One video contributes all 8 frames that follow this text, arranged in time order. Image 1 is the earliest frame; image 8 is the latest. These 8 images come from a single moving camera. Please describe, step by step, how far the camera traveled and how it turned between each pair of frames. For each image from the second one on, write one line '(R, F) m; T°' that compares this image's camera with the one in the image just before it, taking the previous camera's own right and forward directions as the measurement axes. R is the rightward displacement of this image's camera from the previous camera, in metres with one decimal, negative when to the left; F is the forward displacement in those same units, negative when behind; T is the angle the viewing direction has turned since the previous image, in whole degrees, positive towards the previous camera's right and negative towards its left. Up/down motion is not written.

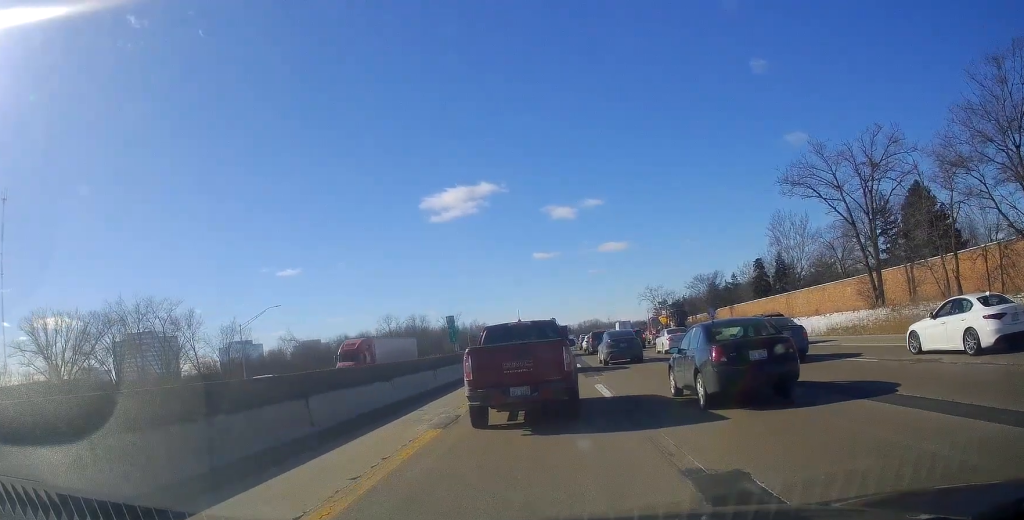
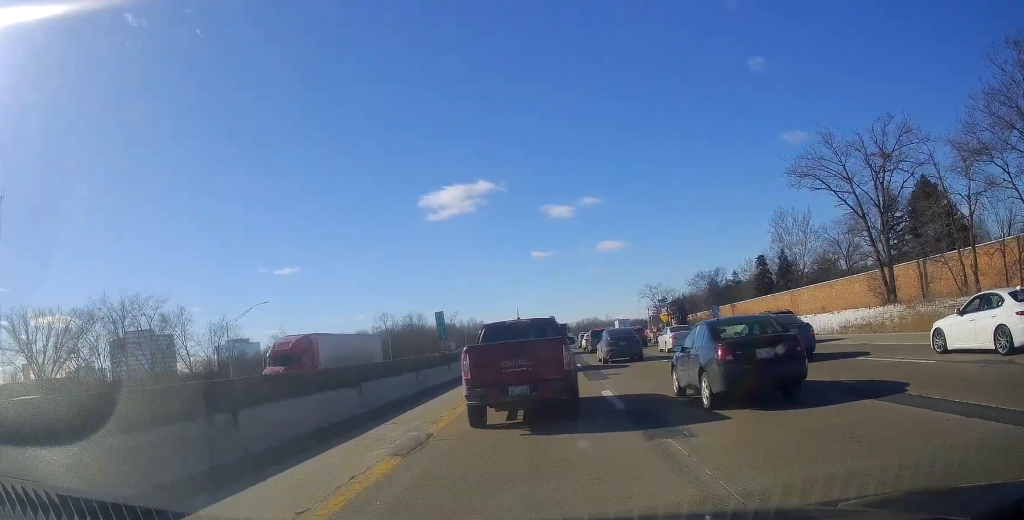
(-0.1, +3.0) m; 0°
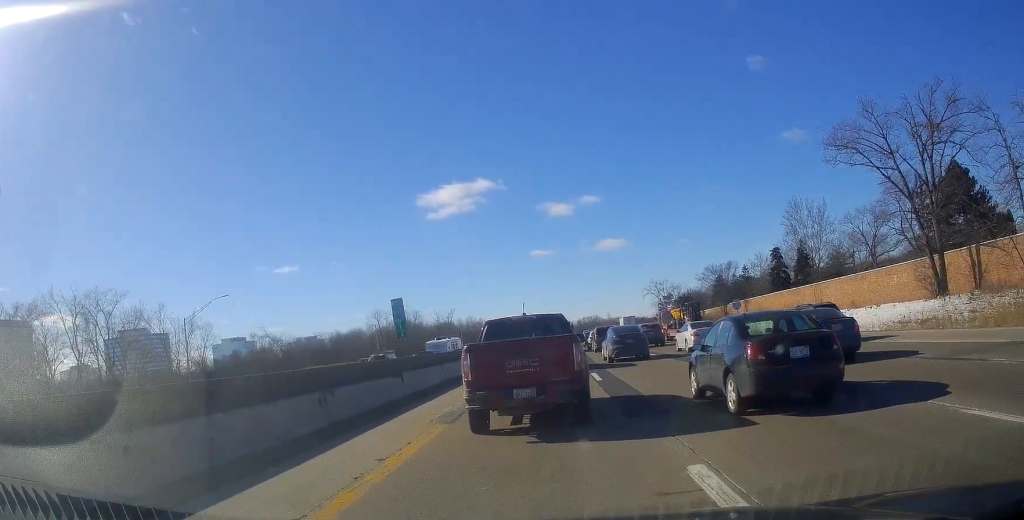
(-0.2, +9.7) m; -1°
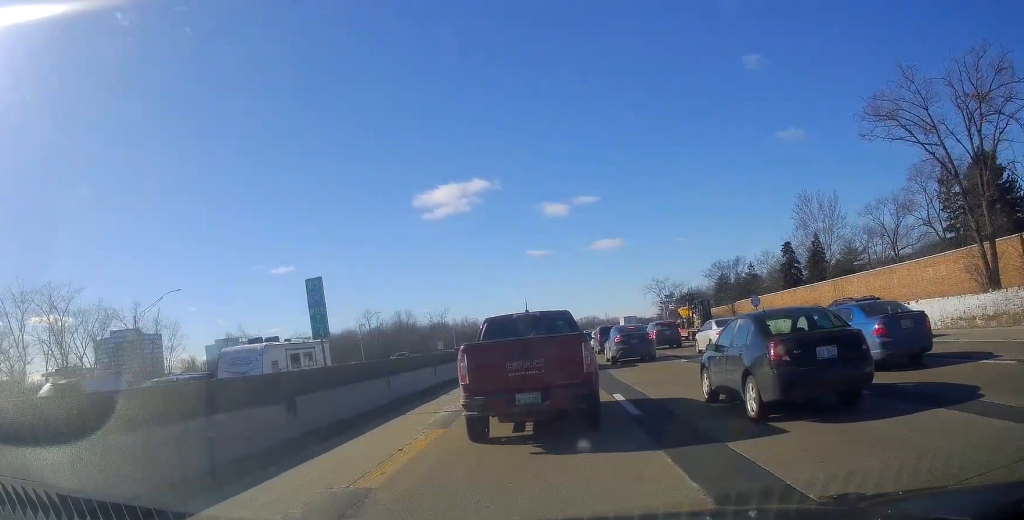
(-0.1, +8.2) m; +2°
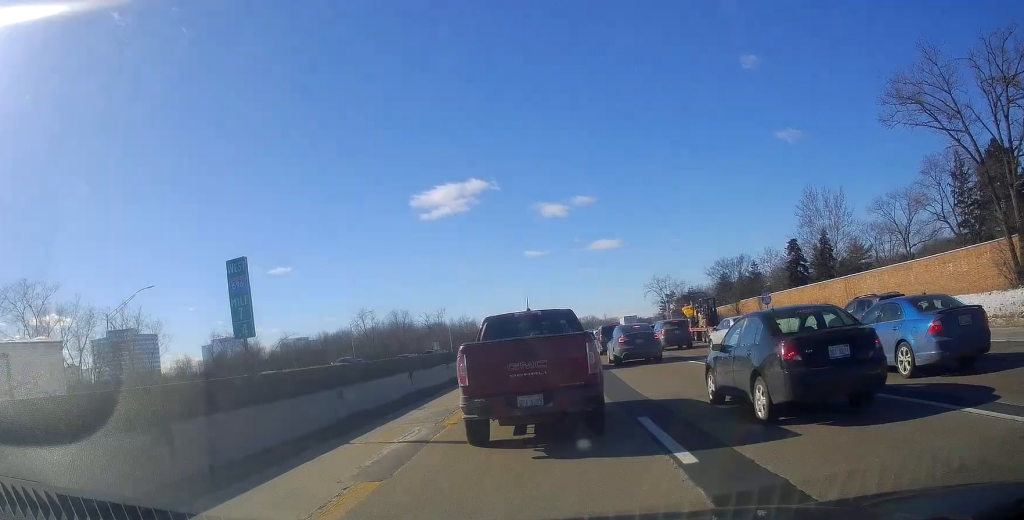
(+0.1, +3.9) m; +1°
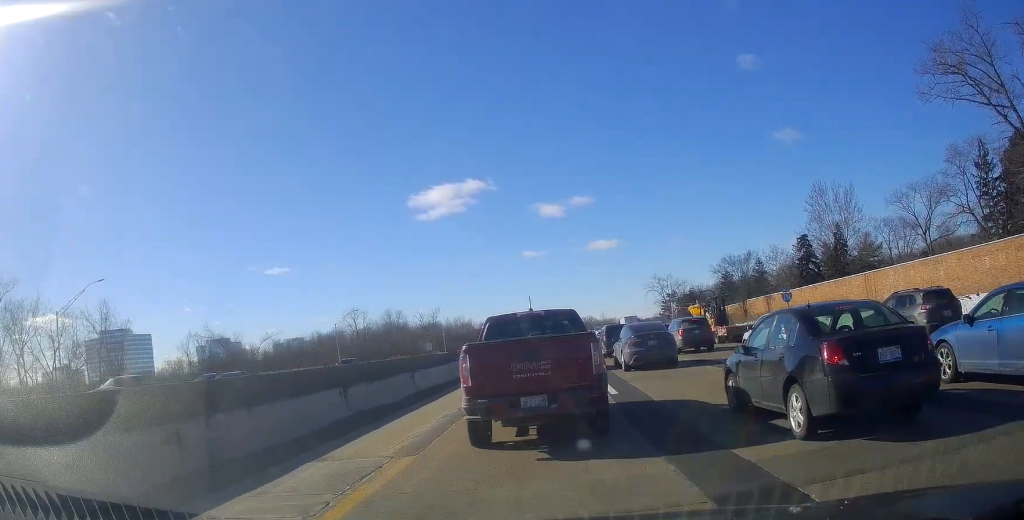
(+0.2, +6.4) m; -2°
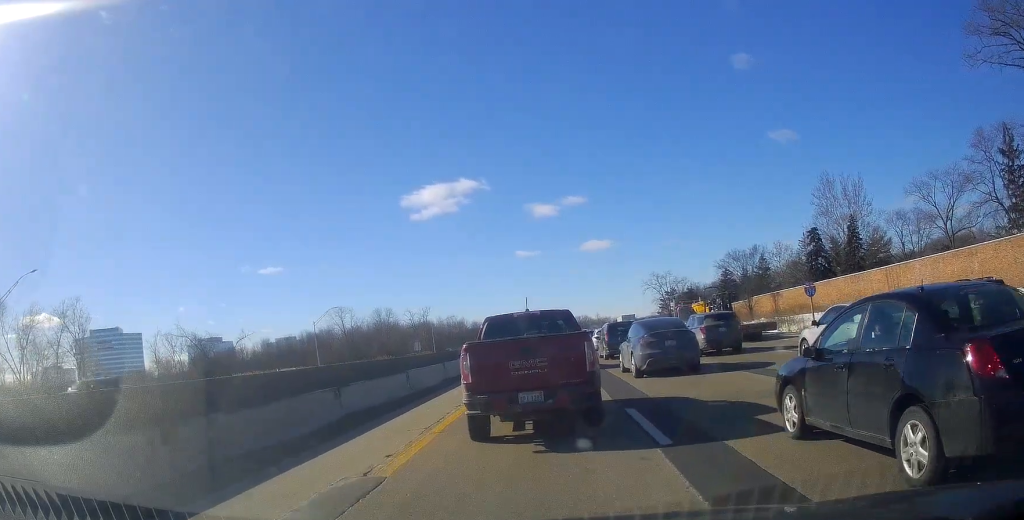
(-0.5, +7.2) m; -4°
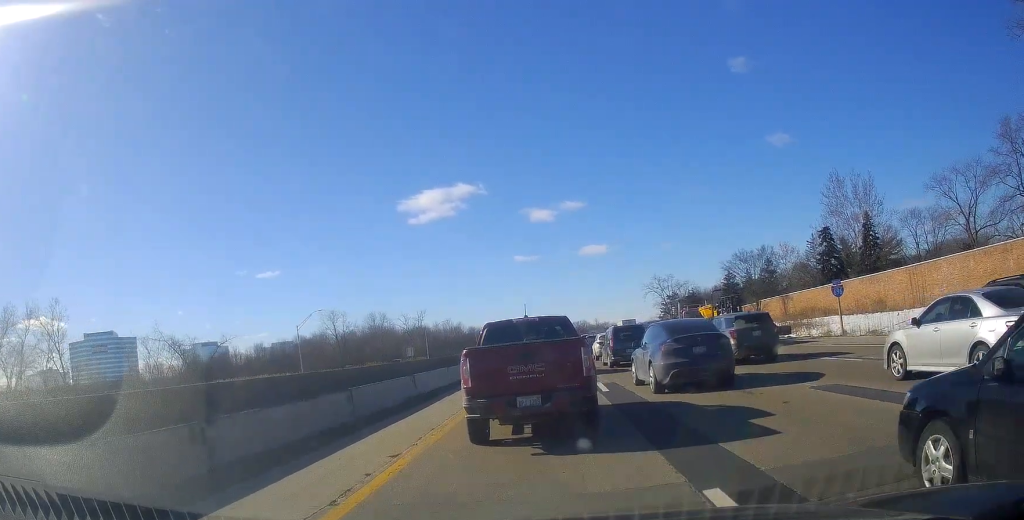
(-0.2, +6.2) m; +3°
